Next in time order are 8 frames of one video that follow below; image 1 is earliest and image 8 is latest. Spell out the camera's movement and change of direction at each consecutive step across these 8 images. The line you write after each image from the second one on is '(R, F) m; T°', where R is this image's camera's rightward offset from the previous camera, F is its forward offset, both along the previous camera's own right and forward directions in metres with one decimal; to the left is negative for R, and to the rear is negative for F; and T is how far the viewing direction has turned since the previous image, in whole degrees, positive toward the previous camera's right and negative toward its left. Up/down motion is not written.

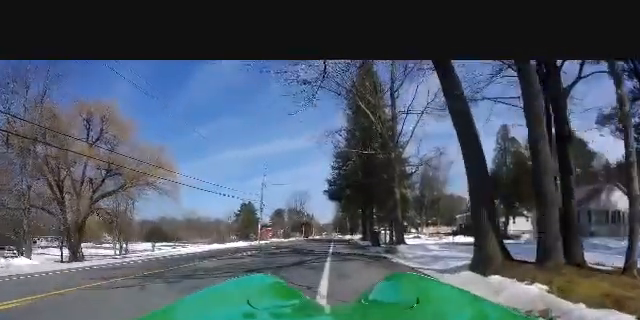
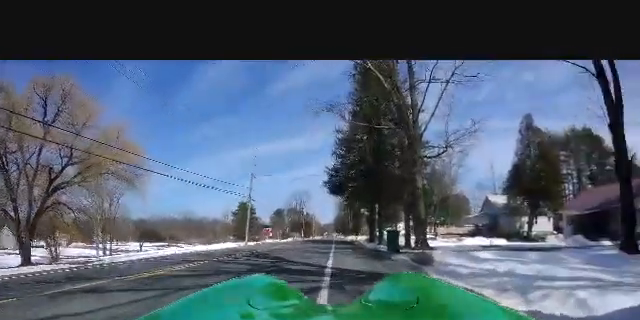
(0.0, +6.7) m; 0°
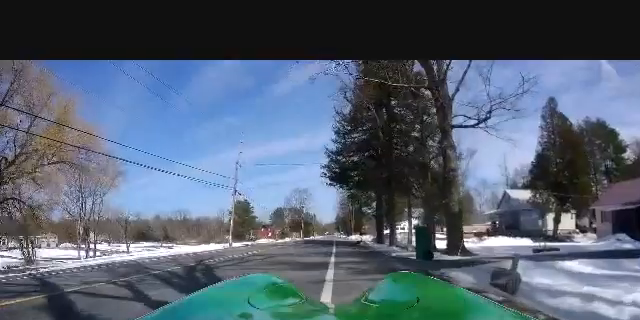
(0.0, +6.0) m; 0°
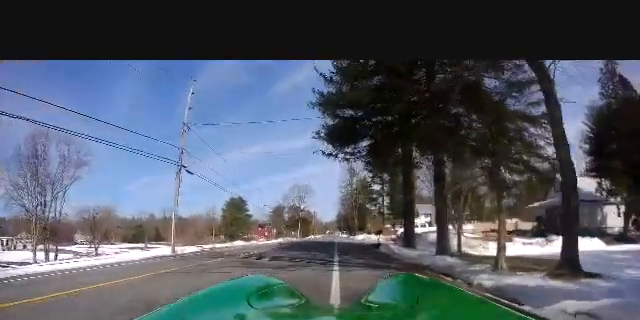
(-0.3, +11.6) m; -3°
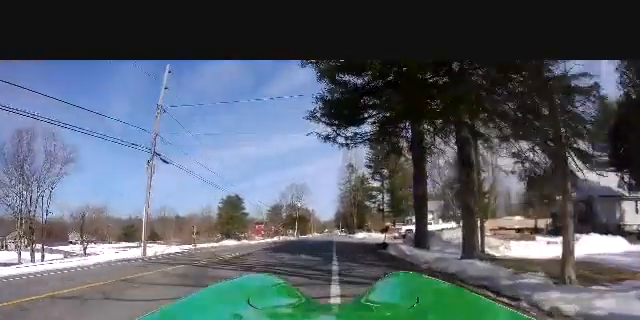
(-0.2, +3.0) m; 0°
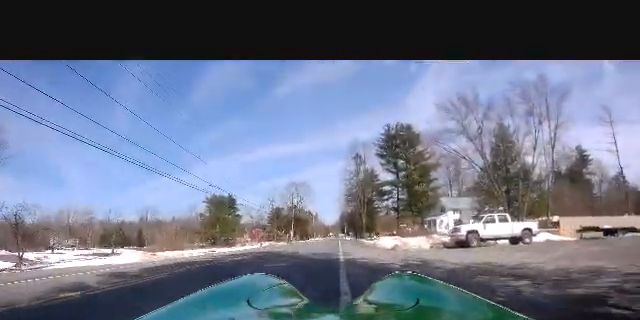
(+0.1, +16.4) m; +2°
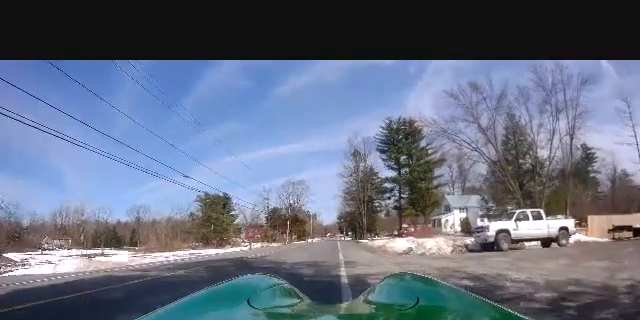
(+0.2, +4.3) m; +2°
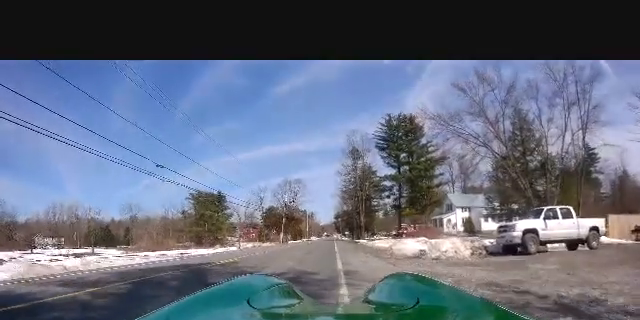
(0.0, +2.9) m; 0°
